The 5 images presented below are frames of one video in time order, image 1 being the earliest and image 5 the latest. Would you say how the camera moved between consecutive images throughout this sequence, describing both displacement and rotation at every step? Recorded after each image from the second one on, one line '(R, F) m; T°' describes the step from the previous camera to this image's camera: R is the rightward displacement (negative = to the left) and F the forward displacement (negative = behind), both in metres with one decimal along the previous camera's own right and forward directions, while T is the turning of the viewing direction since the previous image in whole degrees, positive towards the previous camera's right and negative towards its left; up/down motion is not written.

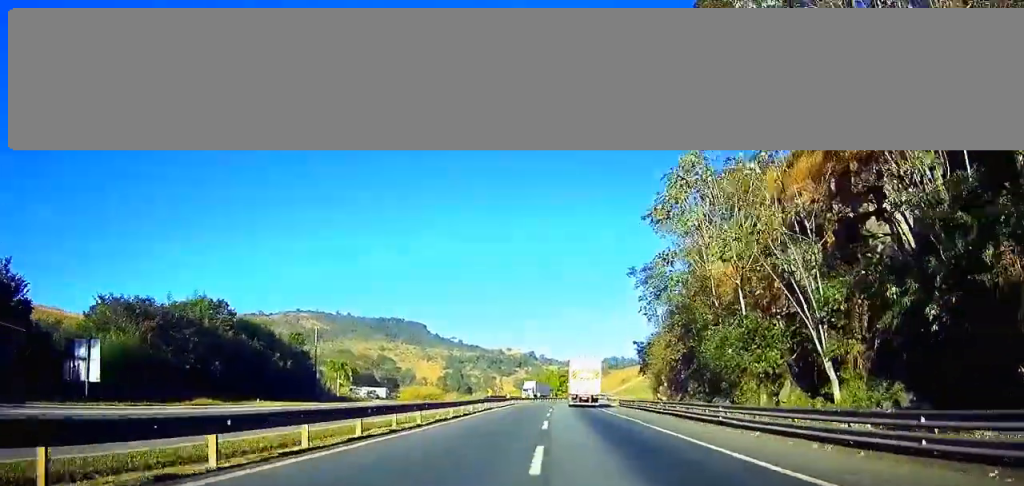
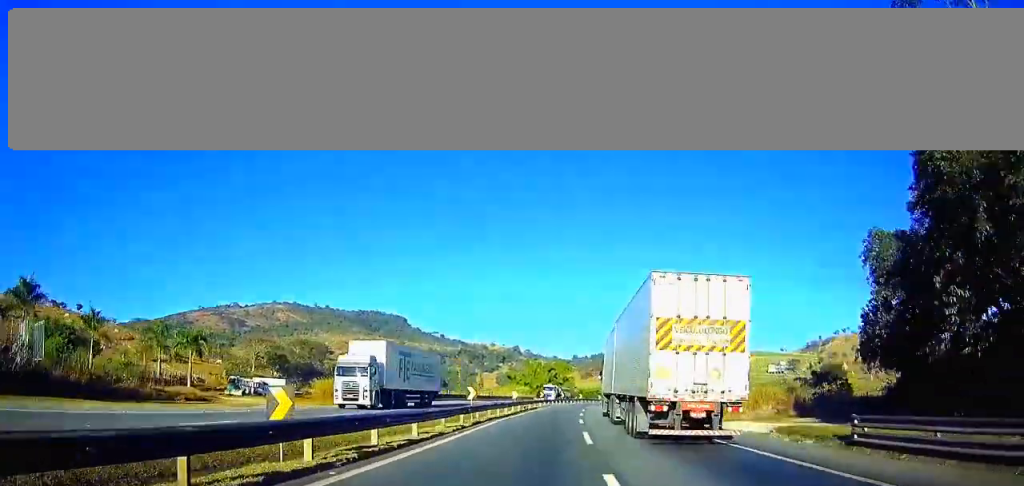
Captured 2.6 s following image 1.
(+0.9, +62.5) m; +2°
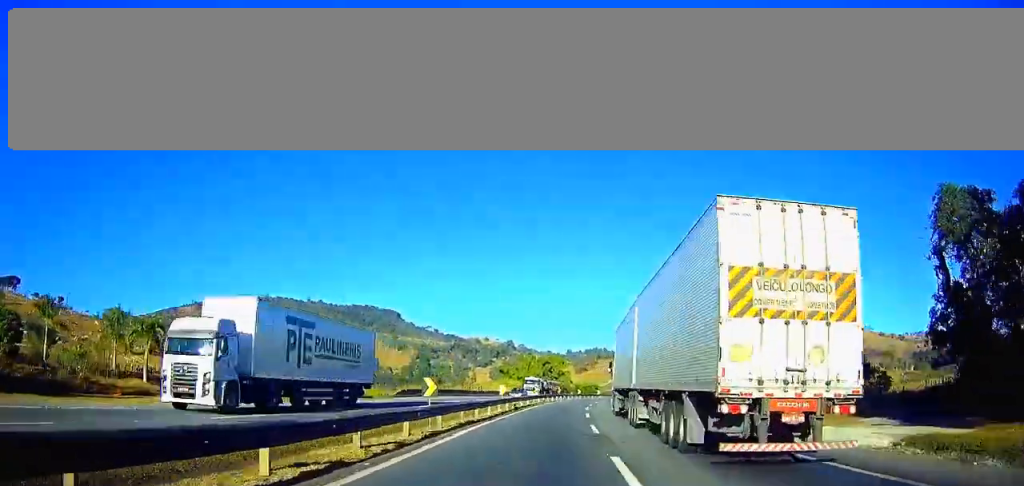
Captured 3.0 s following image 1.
(+0.1, +10.3) m; 0°
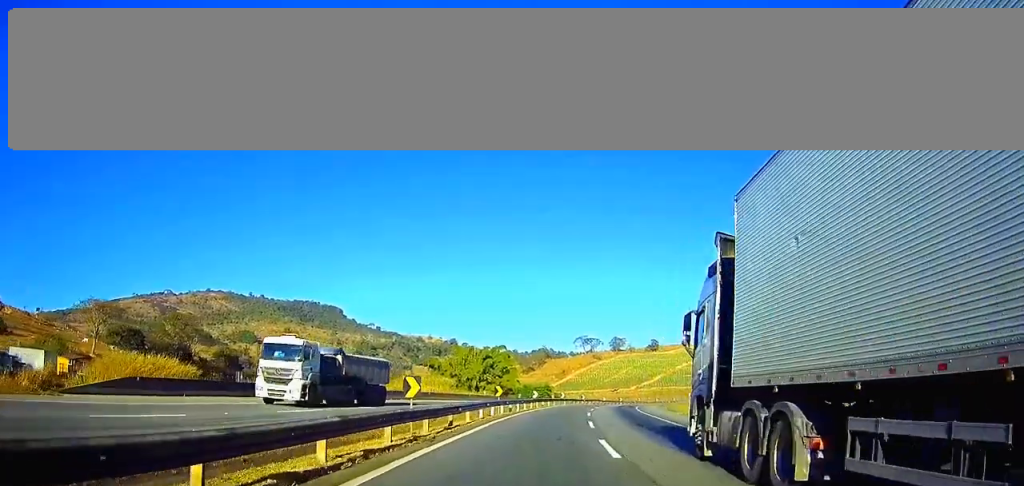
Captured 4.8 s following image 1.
(+1.9, +41.7) m; +7°
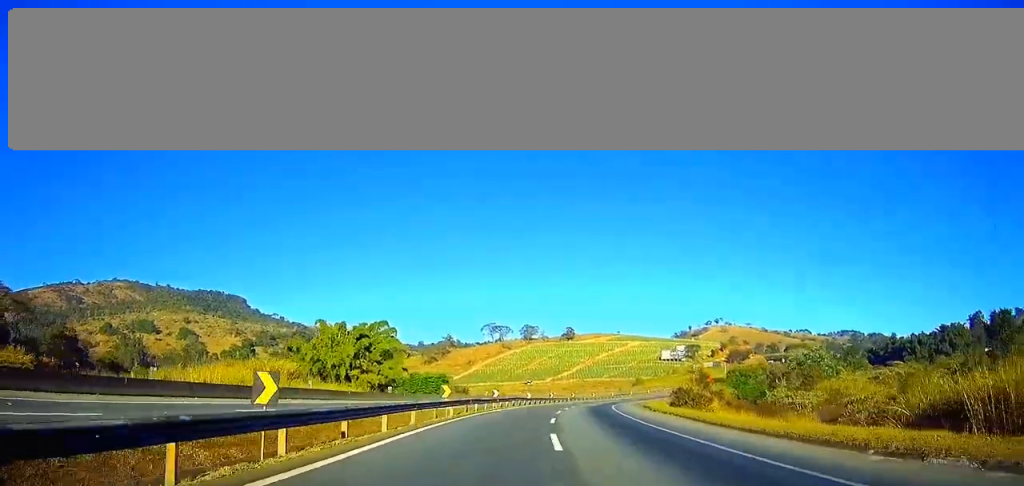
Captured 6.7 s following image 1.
(+1.7, +46.4) m; +4°
